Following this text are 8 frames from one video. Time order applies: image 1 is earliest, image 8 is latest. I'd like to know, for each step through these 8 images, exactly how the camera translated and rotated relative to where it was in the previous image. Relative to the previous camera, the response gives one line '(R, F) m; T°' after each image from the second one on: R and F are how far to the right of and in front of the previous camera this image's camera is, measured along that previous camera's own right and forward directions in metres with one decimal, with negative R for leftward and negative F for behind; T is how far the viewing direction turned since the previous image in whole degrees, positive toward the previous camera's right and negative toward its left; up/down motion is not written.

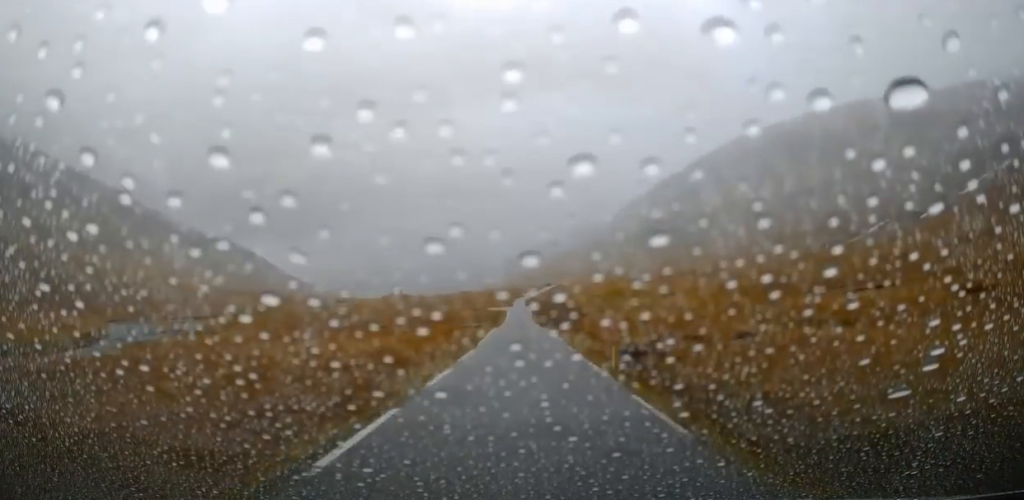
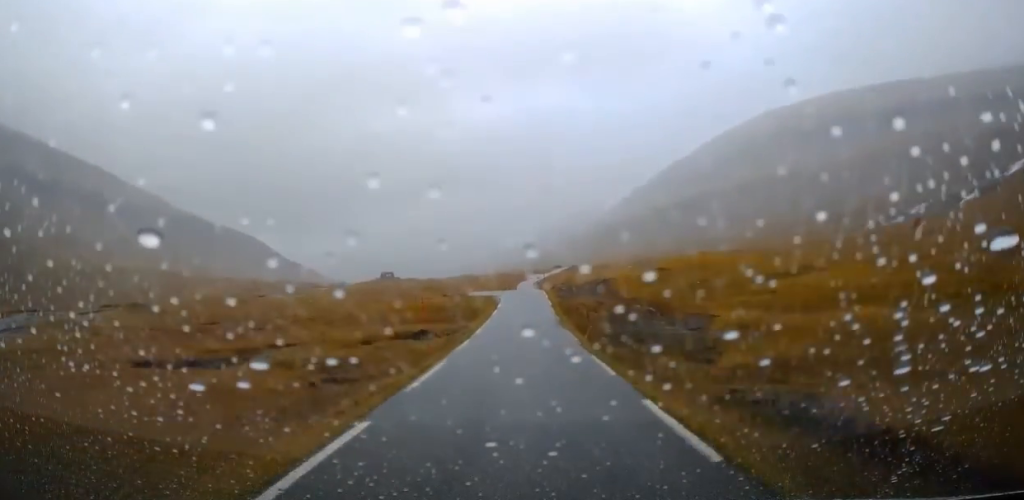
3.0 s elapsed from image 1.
(0.0, +42.6) m; 0°
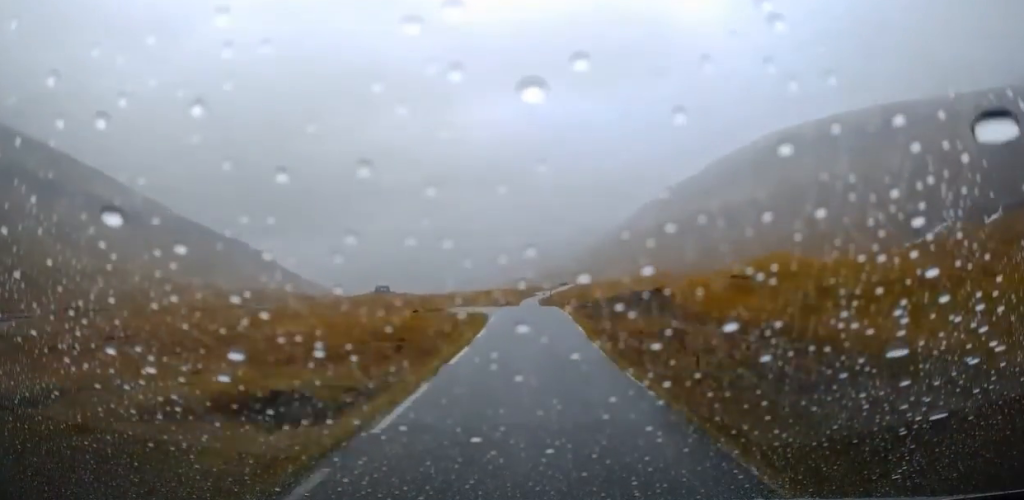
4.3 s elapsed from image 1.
(+0.1, +19.9) m; 0°
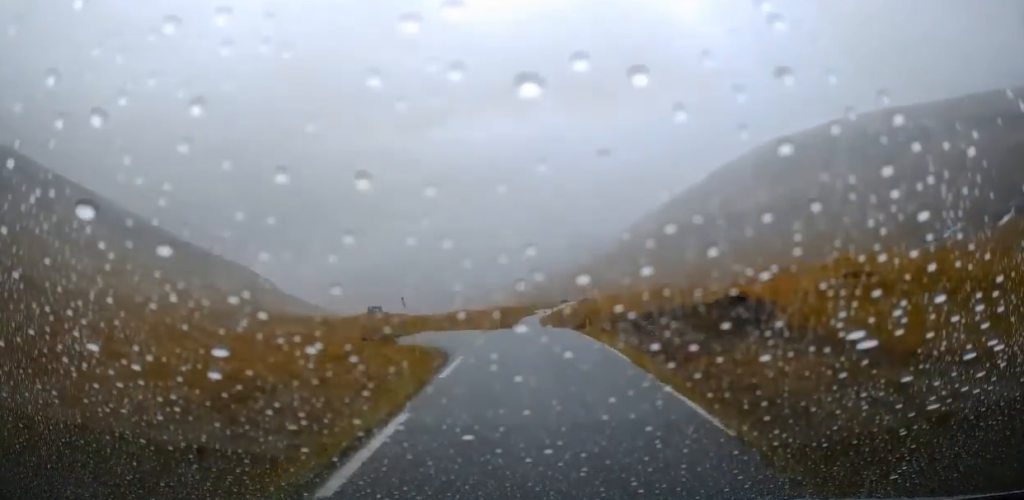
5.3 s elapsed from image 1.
(+0.1, +14.1) m; 0°
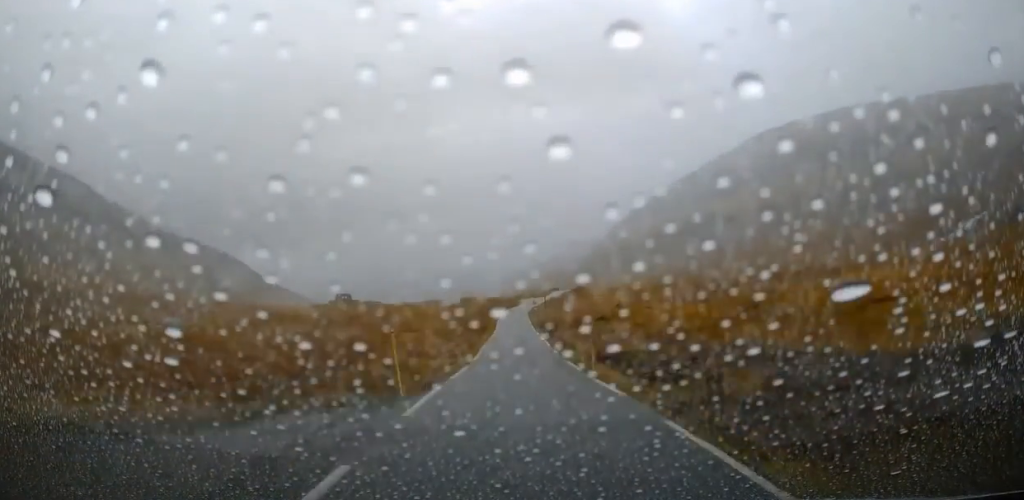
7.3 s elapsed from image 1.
(-0.4, +32.0) m; -1°
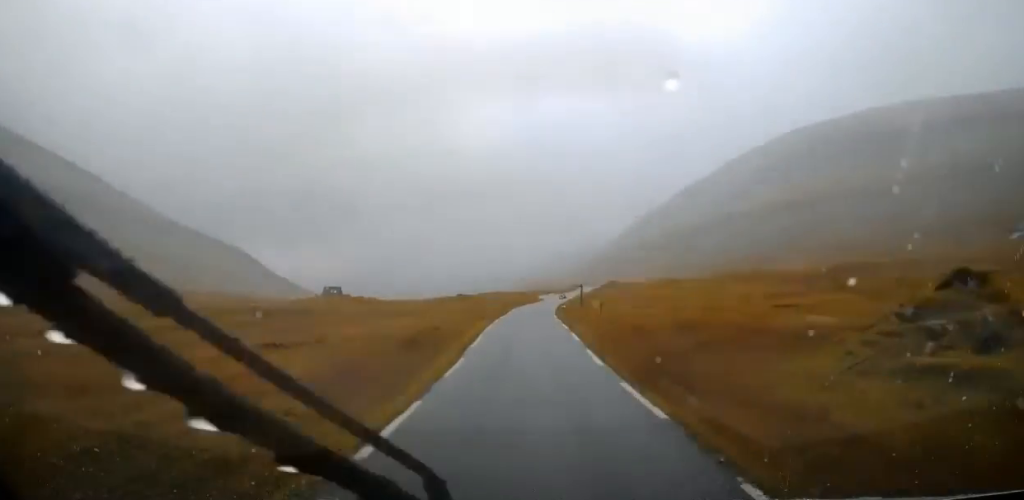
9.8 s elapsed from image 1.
(+0.1, +39.1) m; +1°
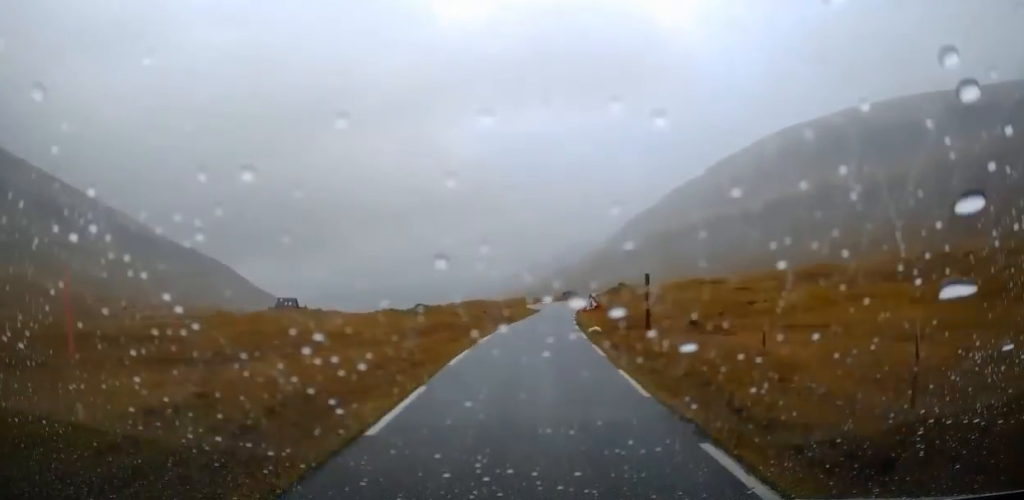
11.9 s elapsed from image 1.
(+0.3, +33.9) m; +1°
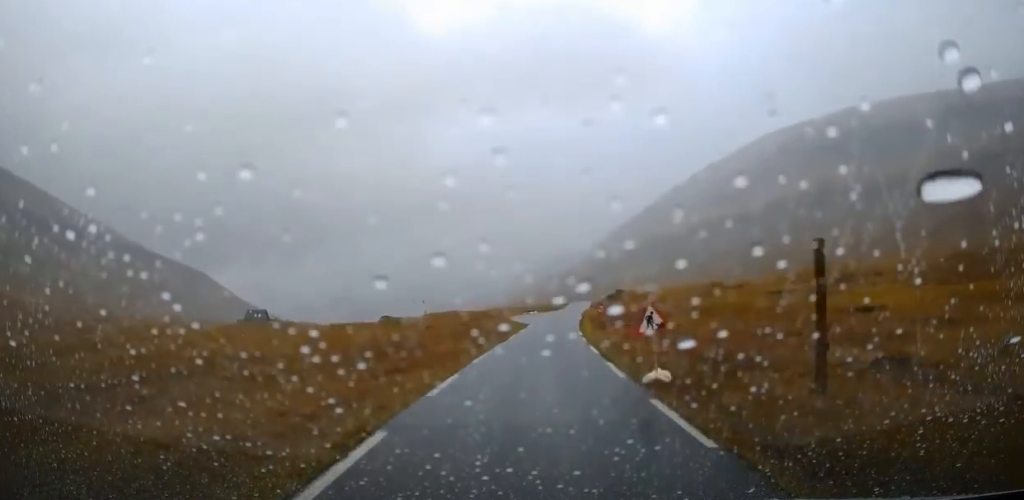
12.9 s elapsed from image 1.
(-0.1, +14.8) m; +1°
